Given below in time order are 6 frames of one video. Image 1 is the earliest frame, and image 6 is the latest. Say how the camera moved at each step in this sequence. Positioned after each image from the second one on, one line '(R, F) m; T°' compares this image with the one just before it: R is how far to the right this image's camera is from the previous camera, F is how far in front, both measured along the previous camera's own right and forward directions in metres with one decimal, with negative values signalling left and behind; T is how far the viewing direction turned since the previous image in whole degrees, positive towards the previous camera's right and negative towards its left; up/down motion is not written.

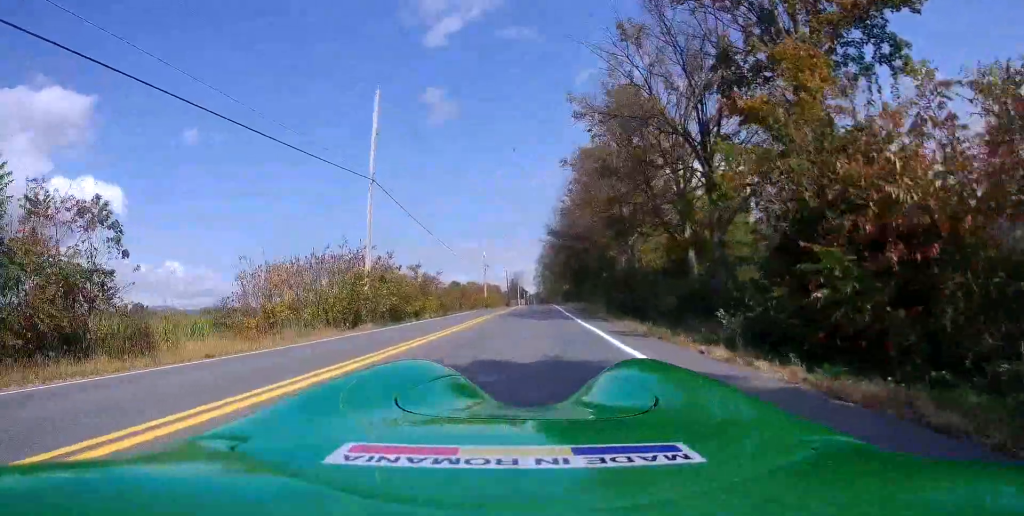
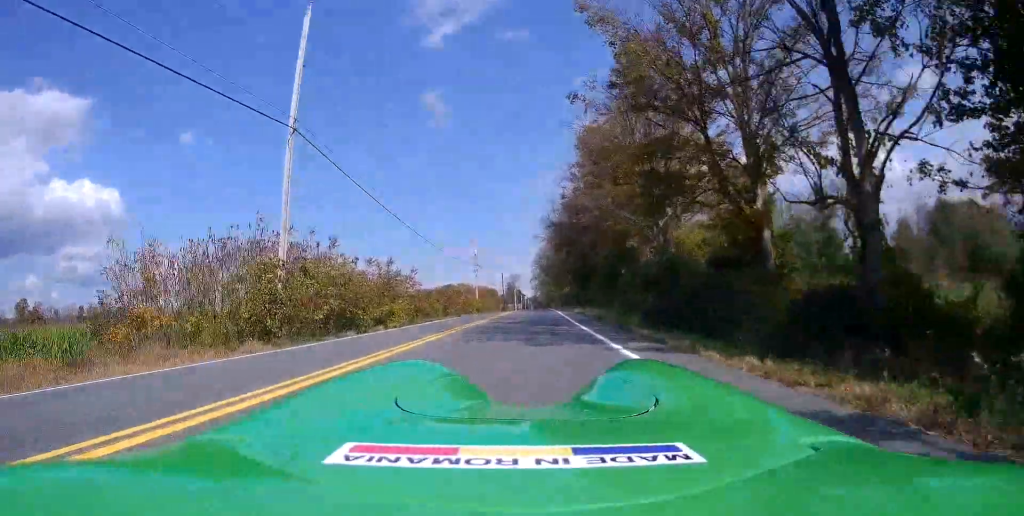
(0.0, +9.5) m; -1°
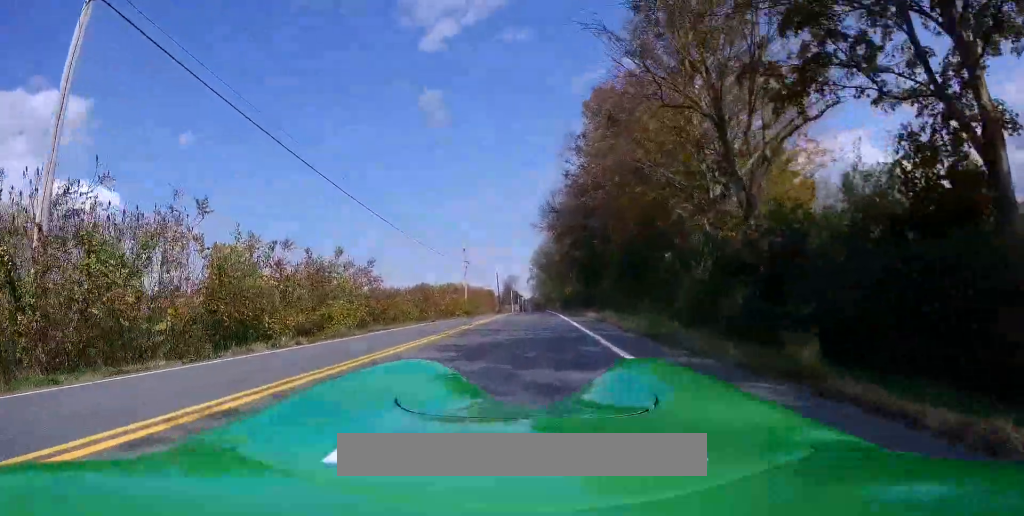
(-0.3, +11.0) m; -2°
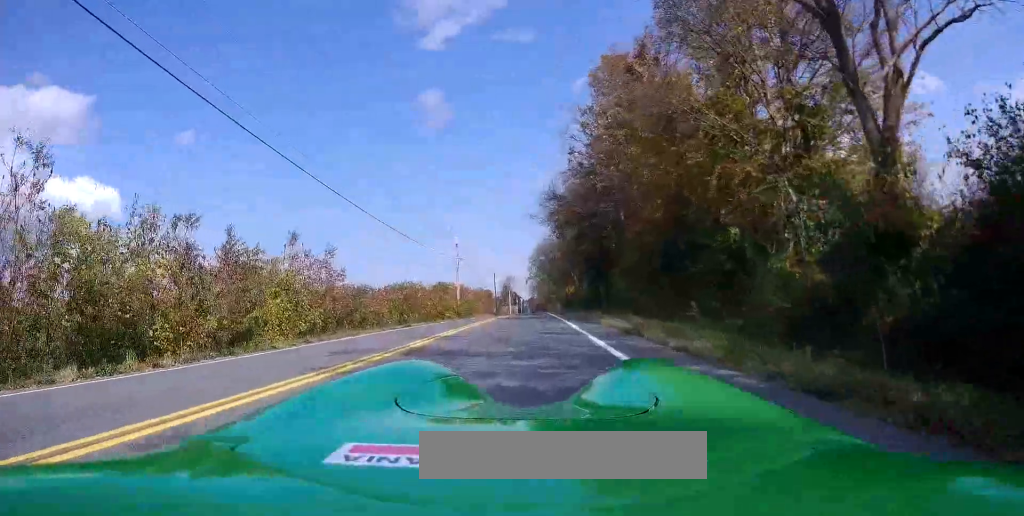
(0.0, +6.9) m; +1°
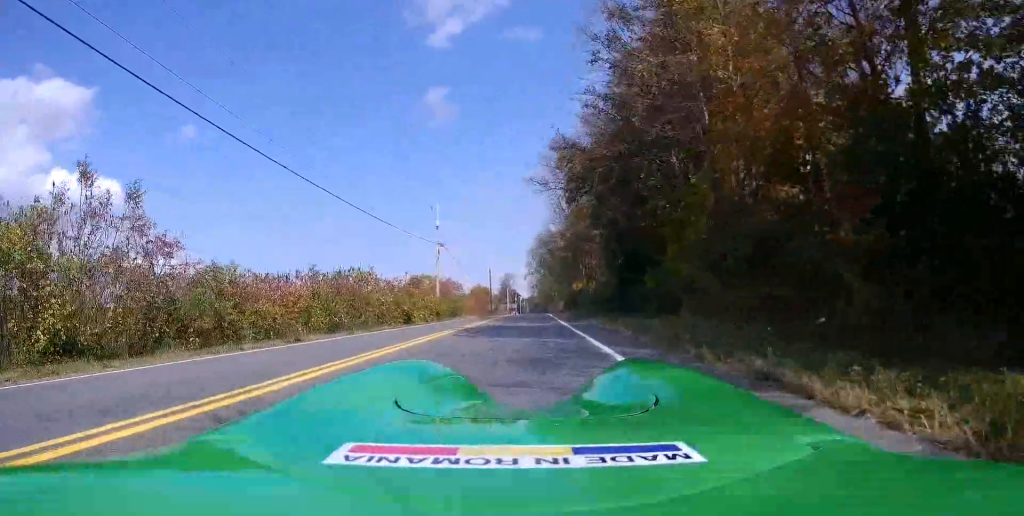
(+0.2, +14.8) m; +2°
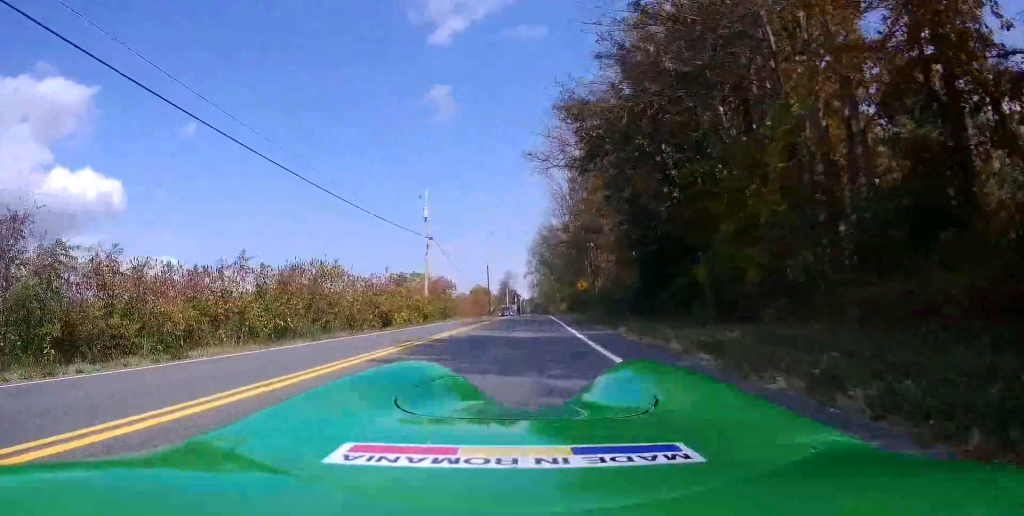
(+0.1, +6.3) m; -1°
